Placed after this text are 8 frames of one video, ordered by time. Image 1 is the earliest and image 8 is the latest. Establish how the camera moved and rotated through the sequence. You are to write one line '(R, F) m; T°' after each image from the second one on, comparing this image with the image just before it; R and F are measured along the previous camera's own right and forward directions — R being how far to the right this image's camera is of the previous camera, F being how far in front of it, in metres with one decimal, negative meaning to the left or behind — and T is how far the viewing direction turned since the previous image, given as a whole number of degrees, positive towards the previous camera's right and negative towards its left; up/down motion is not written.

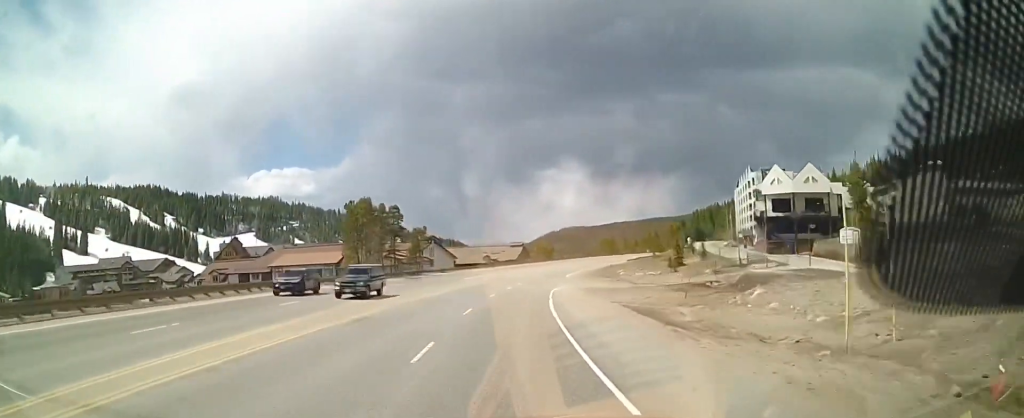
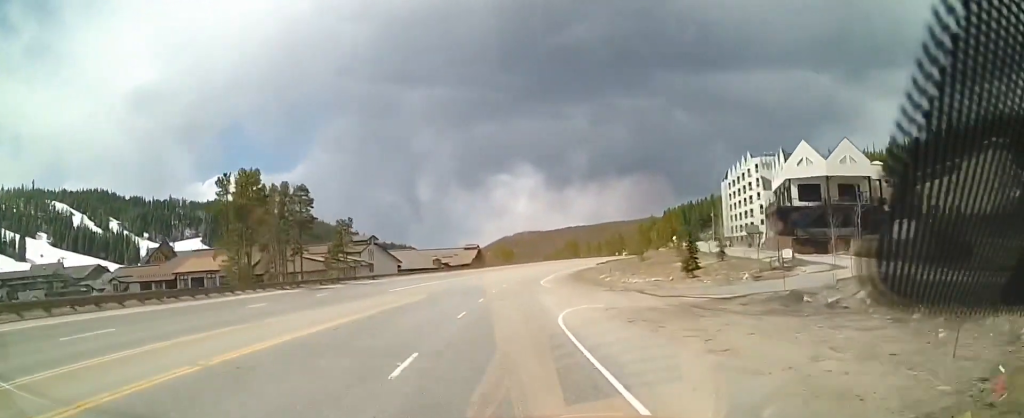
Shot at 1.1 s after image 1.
(+0.9, +25.2) m; +3°
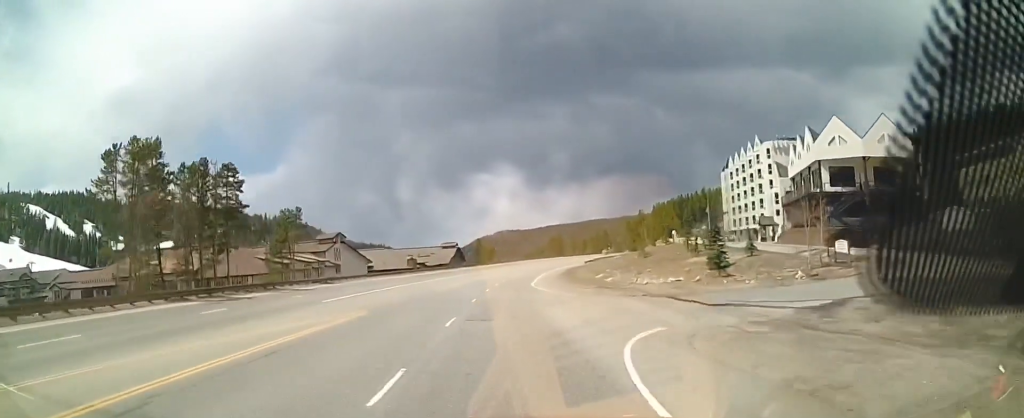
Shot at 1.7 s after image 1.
(0.0, +13.9) m; +1°
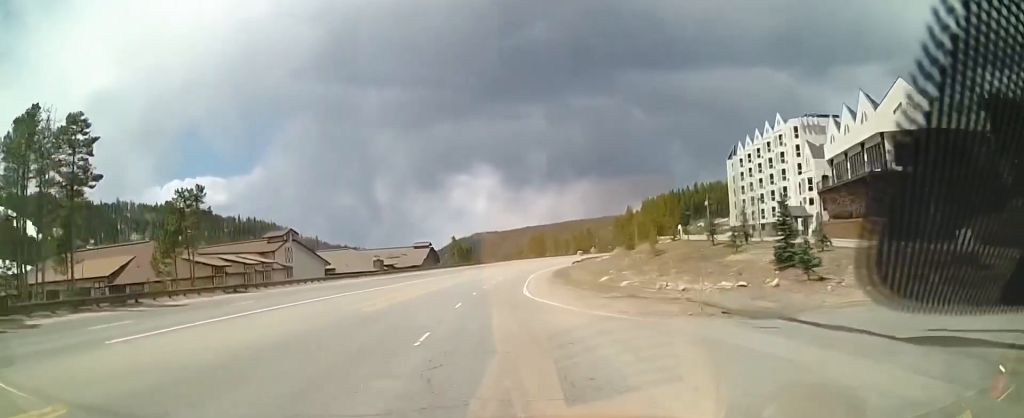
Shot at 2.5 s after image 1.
(+0.3, +18.0) m; +1°
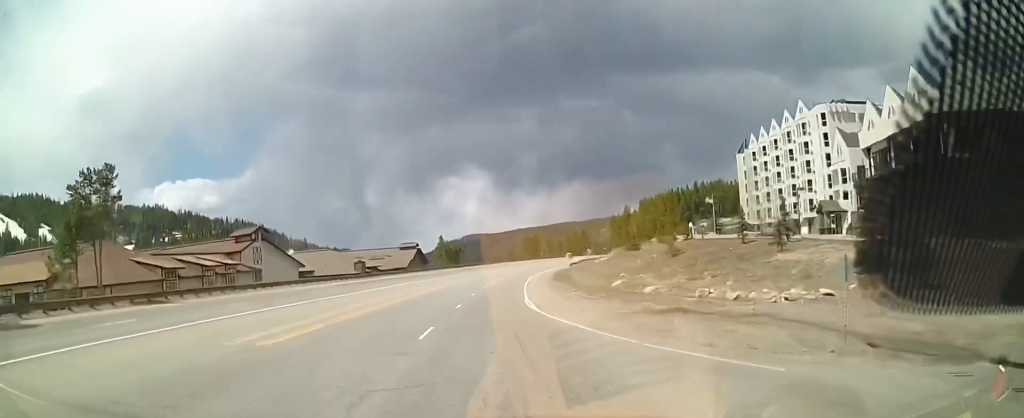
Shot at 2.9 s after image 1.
(+0.1, +11.0) m; +1°
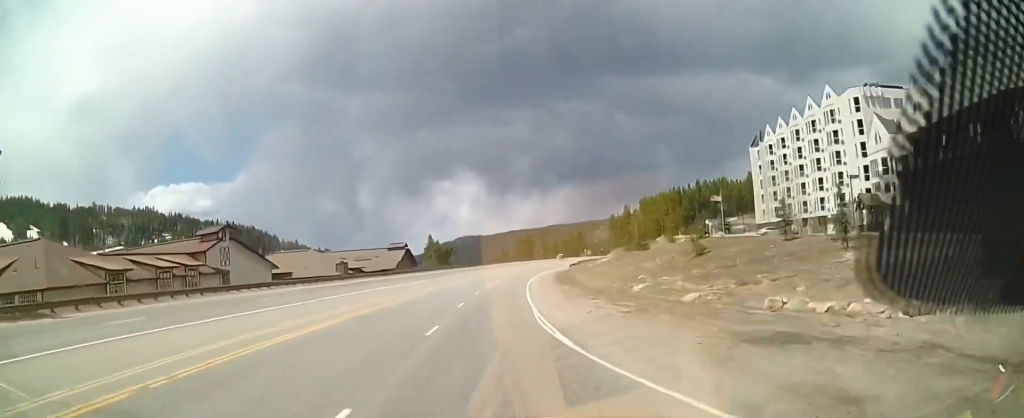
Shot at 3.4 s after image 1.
(0.0, +10.4) m; +1°
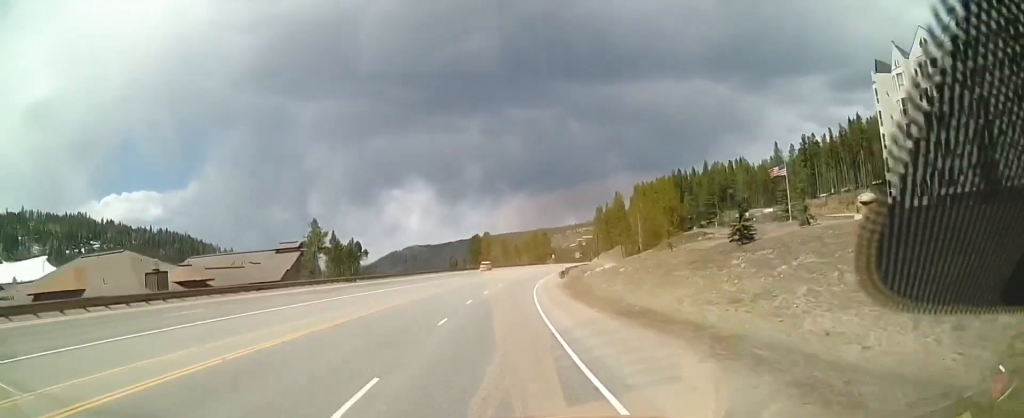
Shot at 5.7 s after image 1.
(+3.2, +56.5) m; +7°
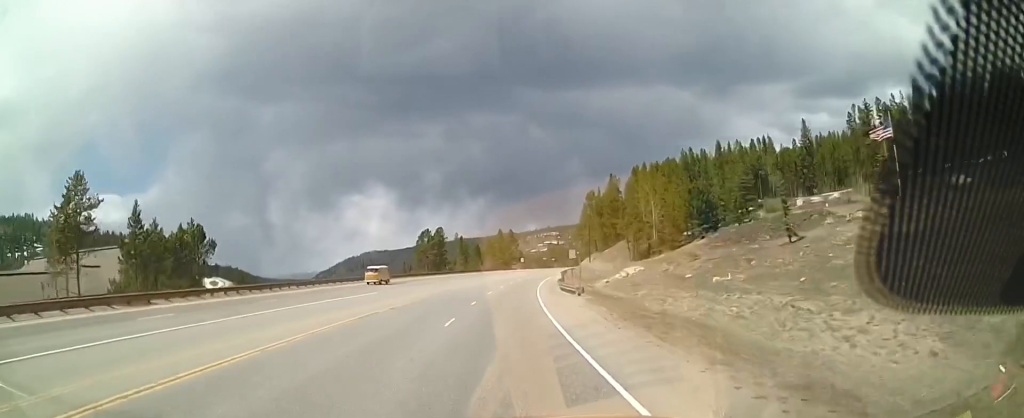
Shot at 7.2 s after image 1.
(+1.8, +38.6) m; +5°
